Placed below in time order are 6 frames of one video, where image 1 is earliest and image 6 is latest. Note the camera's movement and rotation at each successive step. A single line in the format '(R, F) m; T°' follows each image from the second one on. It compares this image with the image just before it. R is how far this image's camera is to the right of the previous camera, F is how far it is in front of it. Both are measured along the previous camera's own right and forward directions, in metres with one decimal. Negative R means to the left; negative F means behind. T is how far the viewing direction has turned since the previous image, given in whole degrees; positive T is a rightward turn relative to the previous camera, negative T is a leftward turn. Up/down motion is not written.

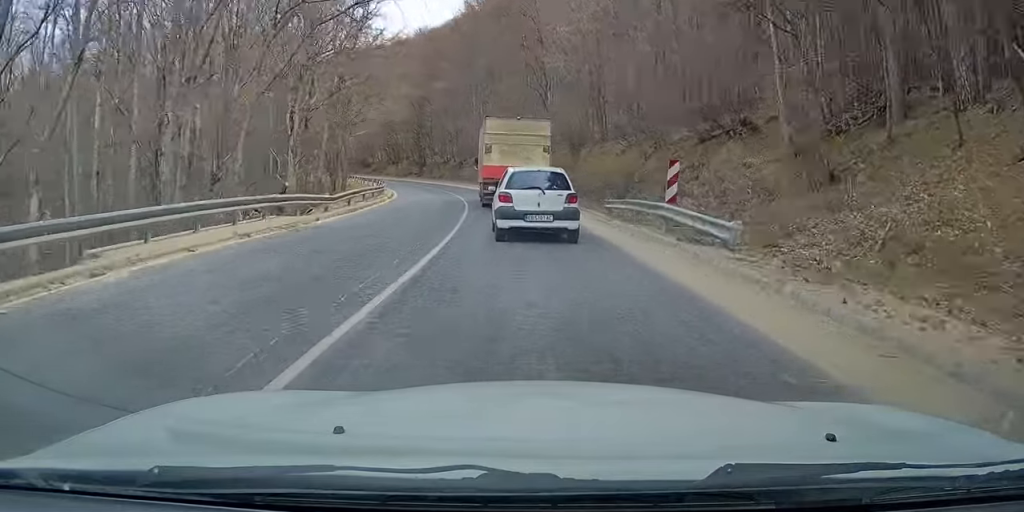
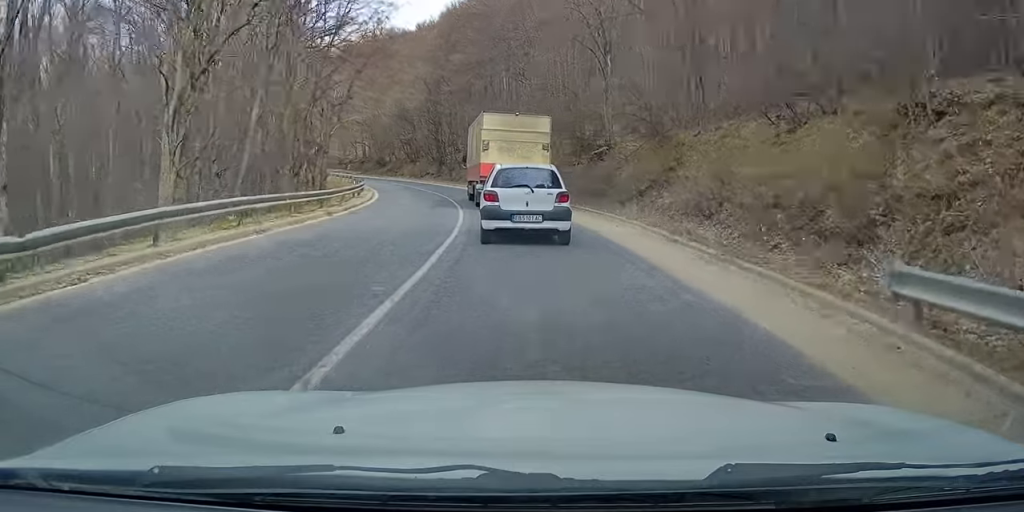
(-0.3, +13.5) m; -4°
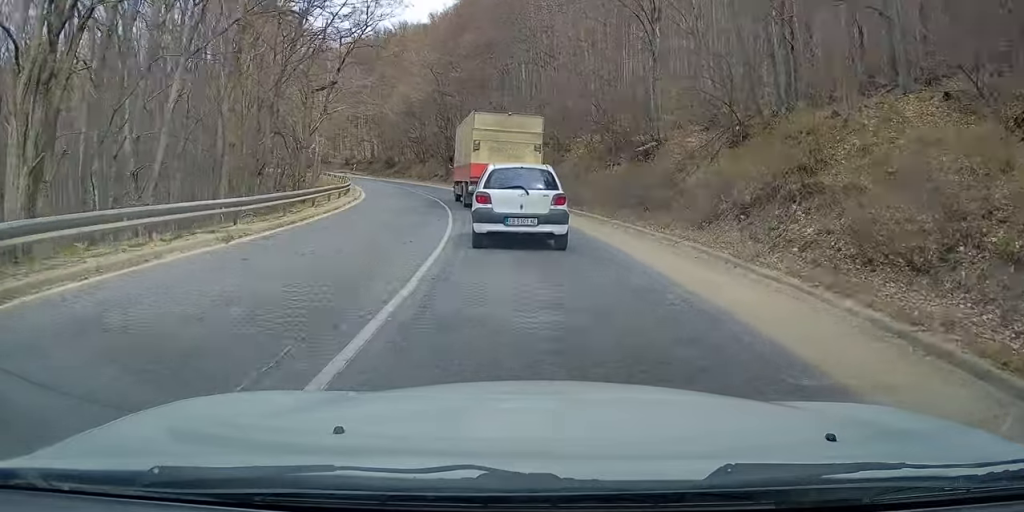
(-0.1, +6.4) m; -1°
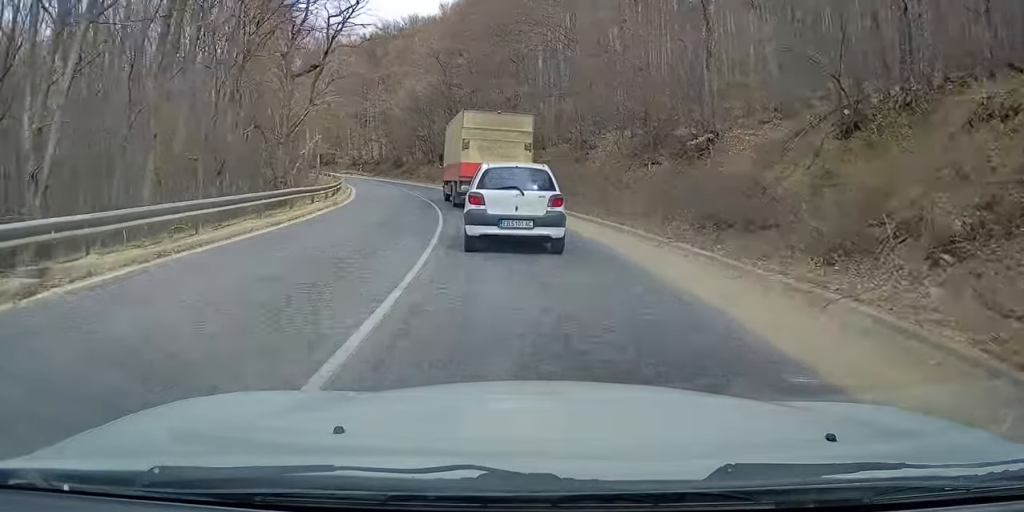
(-0.1, +4.7) m; 0°
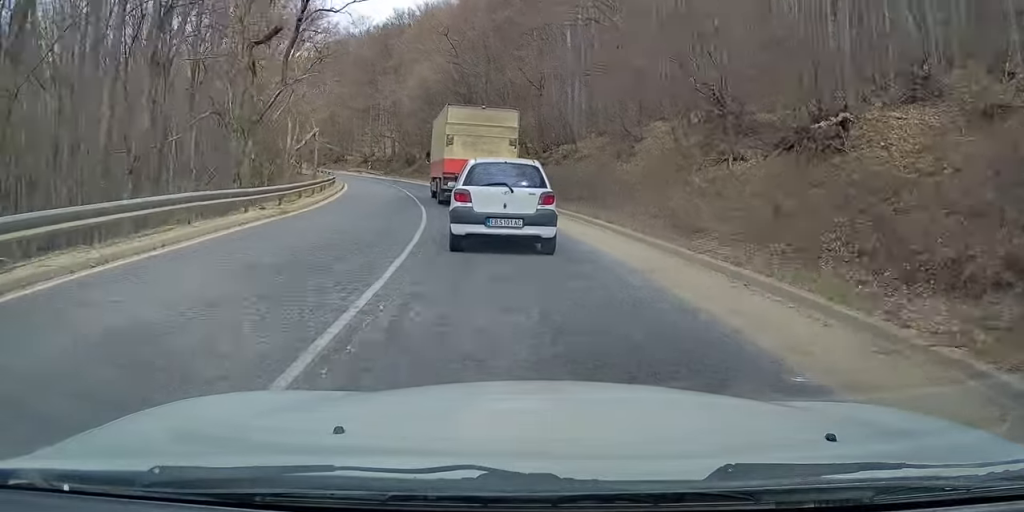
(+0.2, +6.5) m; 0°
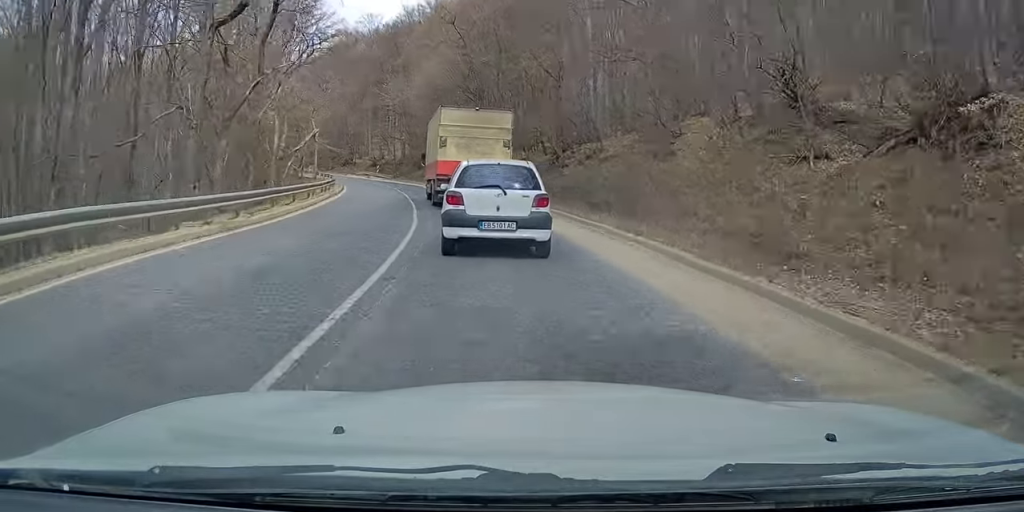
(0.0, +3.8) m; -1°
